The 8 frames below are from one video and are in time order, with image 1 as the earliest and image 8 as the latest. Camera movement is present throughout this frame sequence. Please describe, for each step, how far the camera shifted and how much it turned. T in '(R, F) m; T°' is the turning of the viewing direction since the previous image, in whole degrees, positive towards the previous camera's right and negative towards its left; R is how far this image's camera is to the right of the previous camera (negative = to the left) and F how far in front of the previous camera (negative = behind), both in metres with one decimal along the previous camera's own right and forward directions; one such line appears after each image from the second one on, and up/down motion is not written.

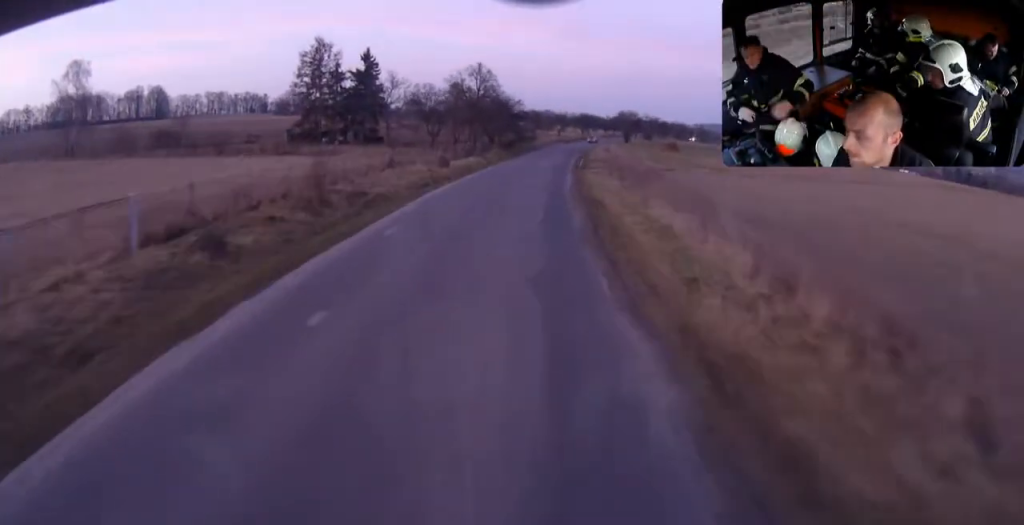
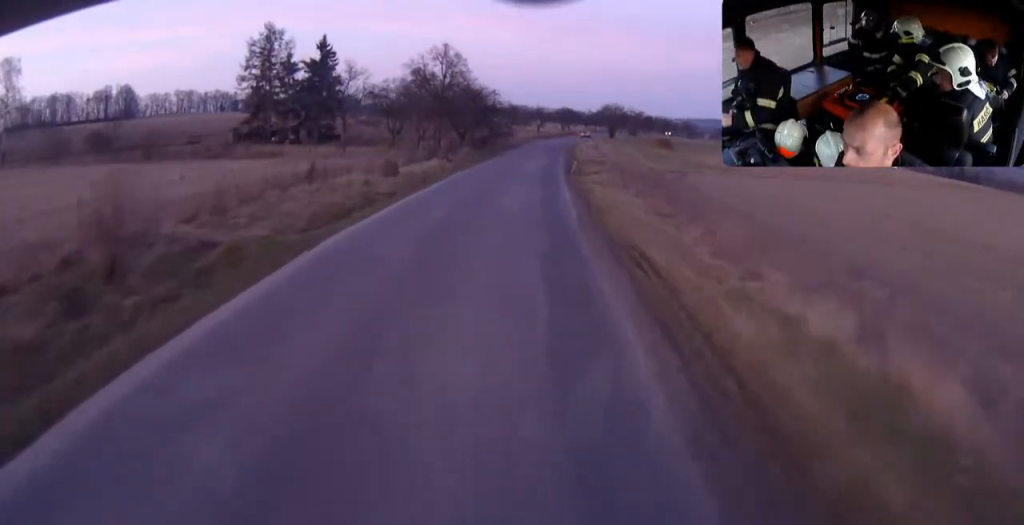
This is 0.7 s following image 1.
(+0.1, +14.4) m; +1°
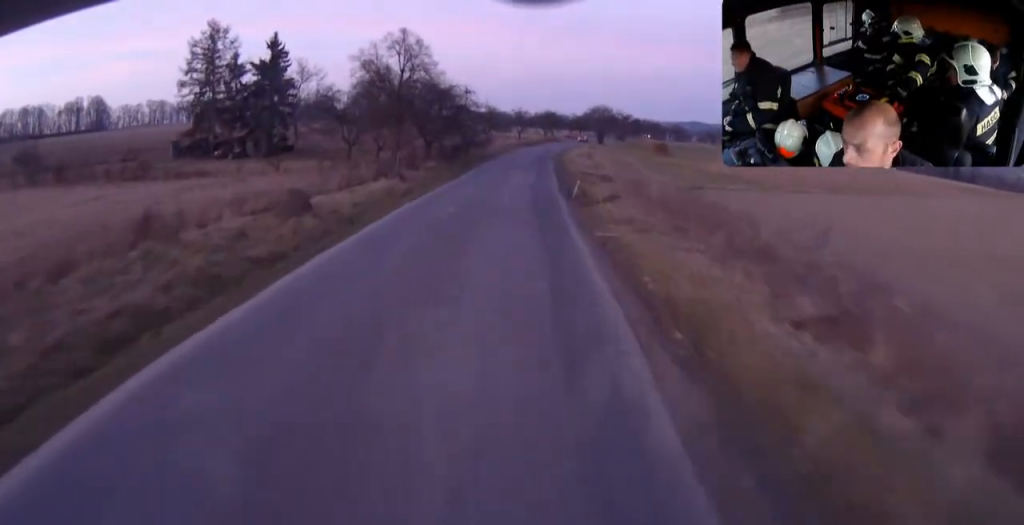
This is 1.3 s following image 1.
(+0.2, +14.3) m; +1°
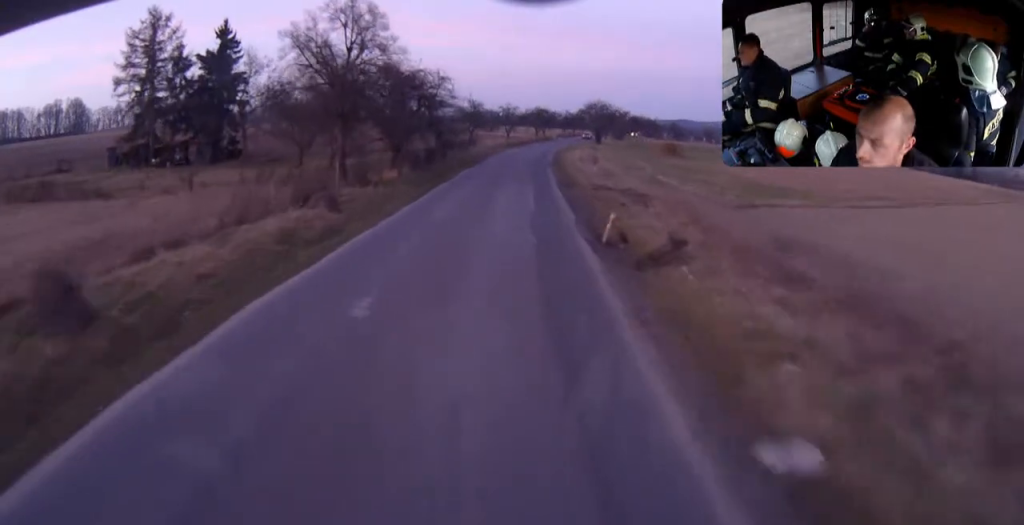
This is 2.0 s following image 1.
(+0.1, +14.2) m; +1°
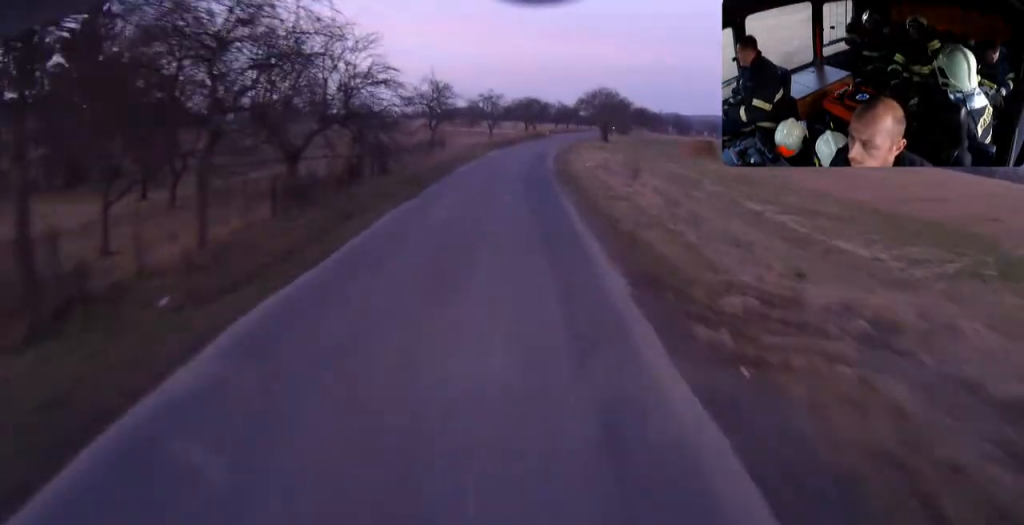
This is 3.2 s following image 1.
(+0.5, +26.1) m; +1°
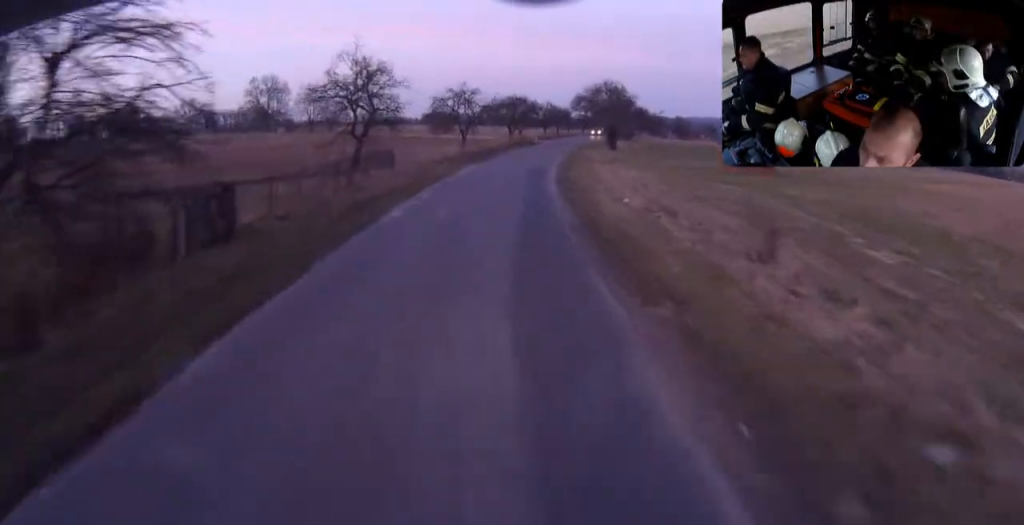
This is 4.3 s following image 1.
(-0.2, +21.5) m; 0°
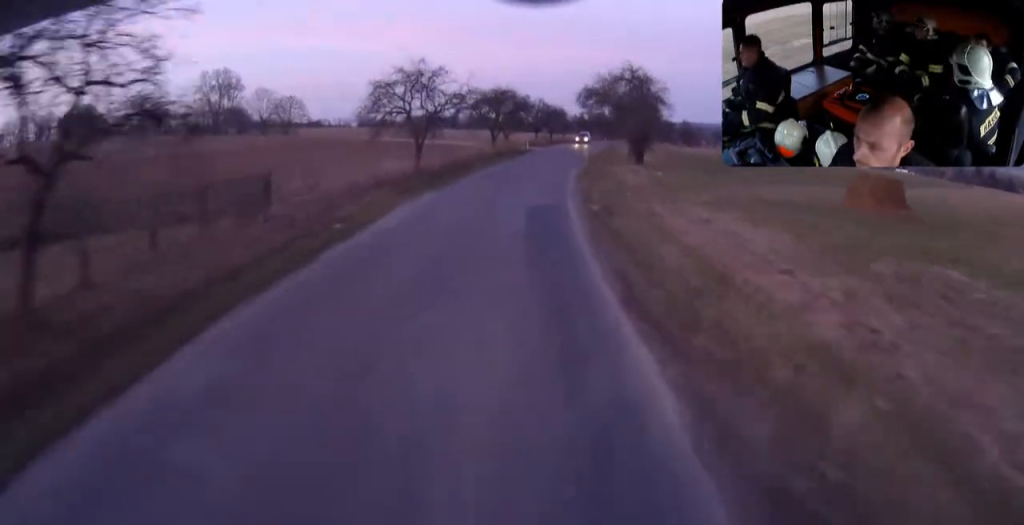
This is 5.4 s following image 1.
(+0.3, +22.6) m; +3°
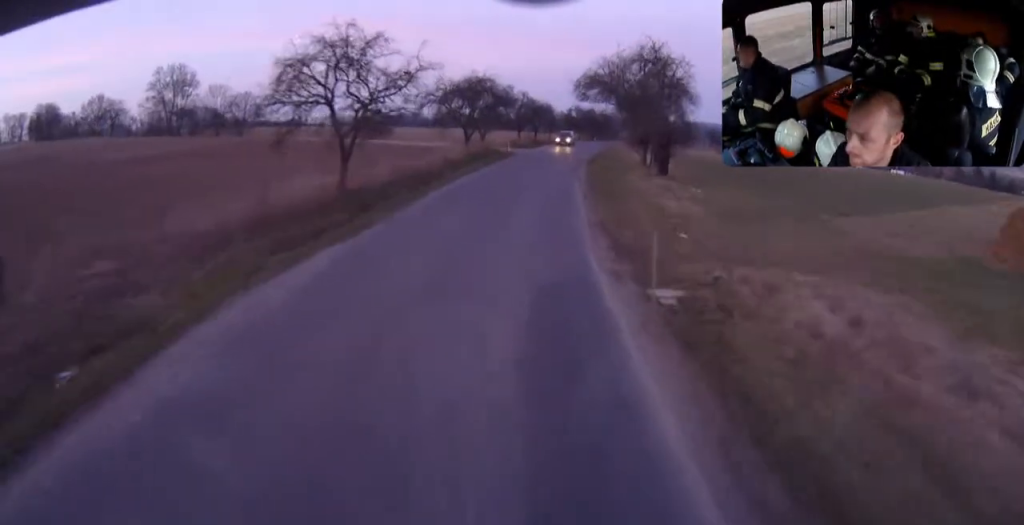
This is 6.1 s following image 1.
(+0.4, +14.2) m; +2°
